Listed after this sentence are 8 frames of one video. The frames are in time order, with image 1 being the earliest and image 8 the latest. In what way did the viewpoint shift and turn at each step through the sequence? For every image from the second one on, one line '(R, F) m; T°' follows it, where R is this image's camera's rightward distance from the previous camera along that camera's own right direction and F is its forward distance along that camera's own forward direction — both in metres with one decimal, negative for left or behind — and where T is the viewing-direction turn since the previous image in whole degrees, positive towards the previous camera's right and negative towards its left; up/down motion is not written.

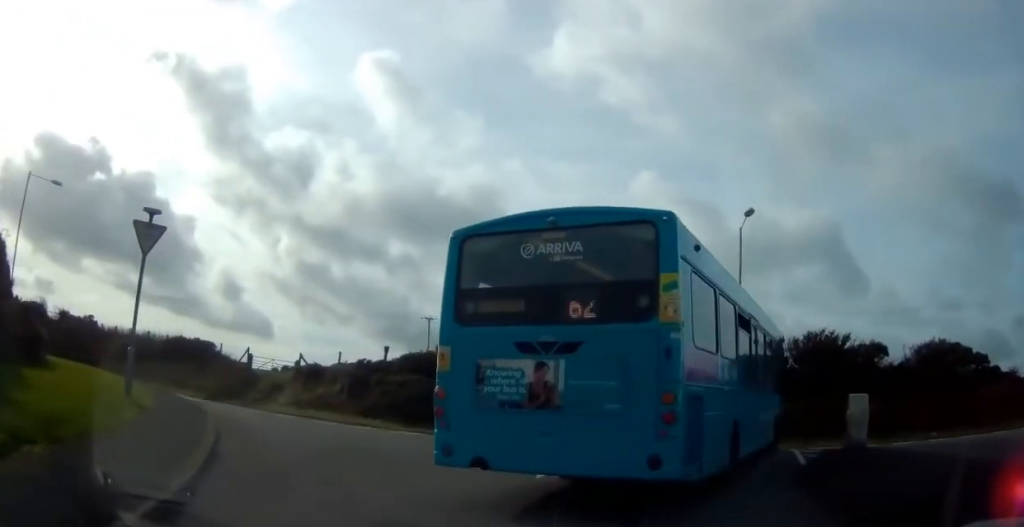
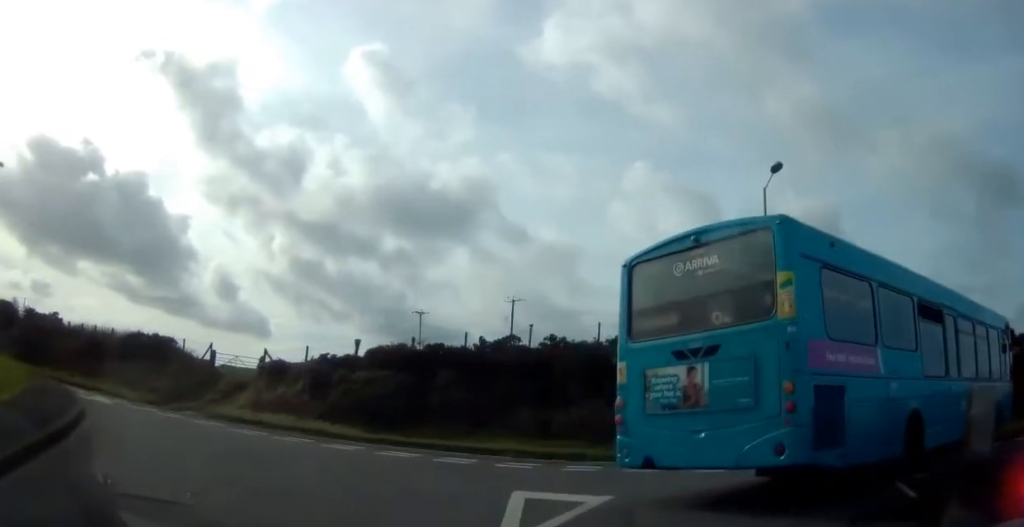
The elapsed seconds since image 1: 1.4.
(-0.2, +4.5) m; +2°
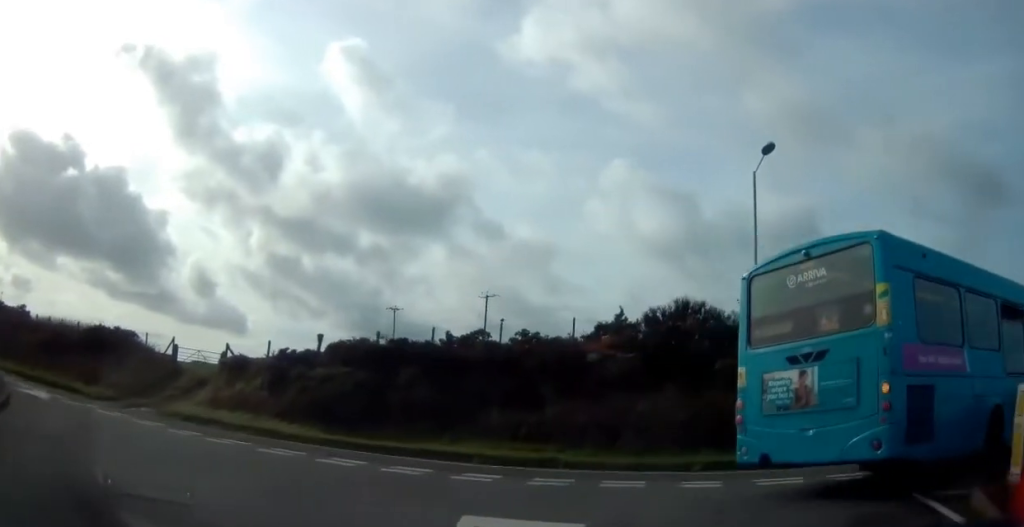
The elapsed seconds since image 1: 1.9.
(+0.1, +1.8) m; +2°
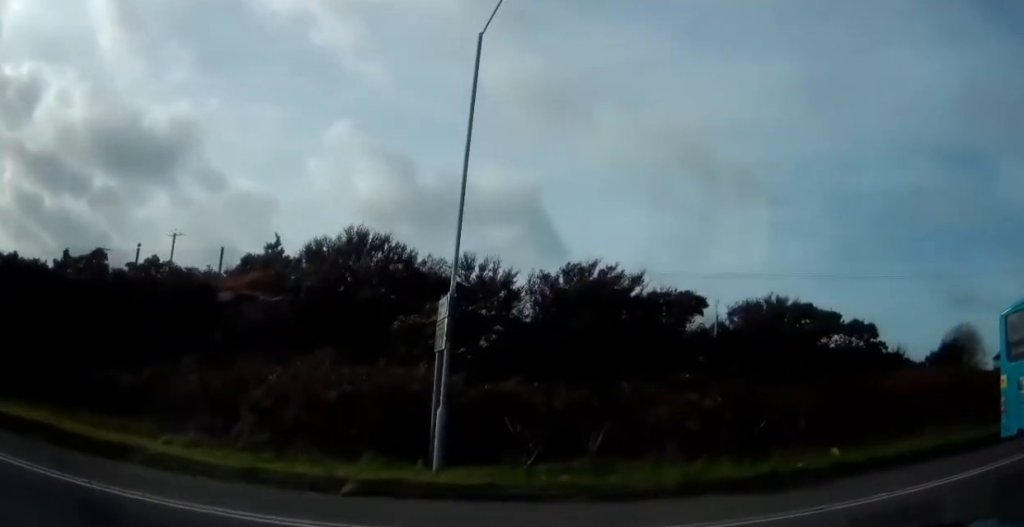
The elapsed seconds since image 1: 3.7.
(+1.3, +6.6) m; +24°
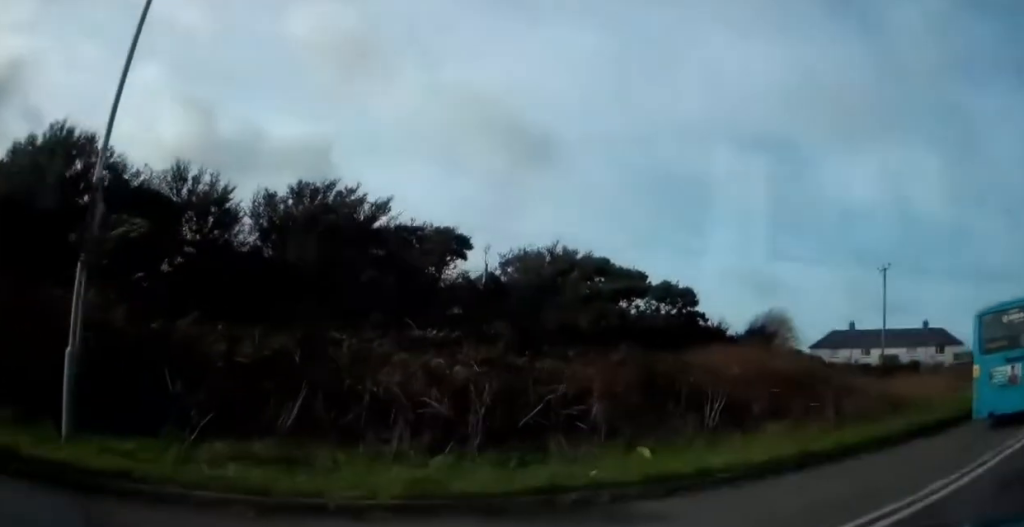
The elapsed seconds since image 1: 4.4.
(+0.4, +3.6) m; +12°
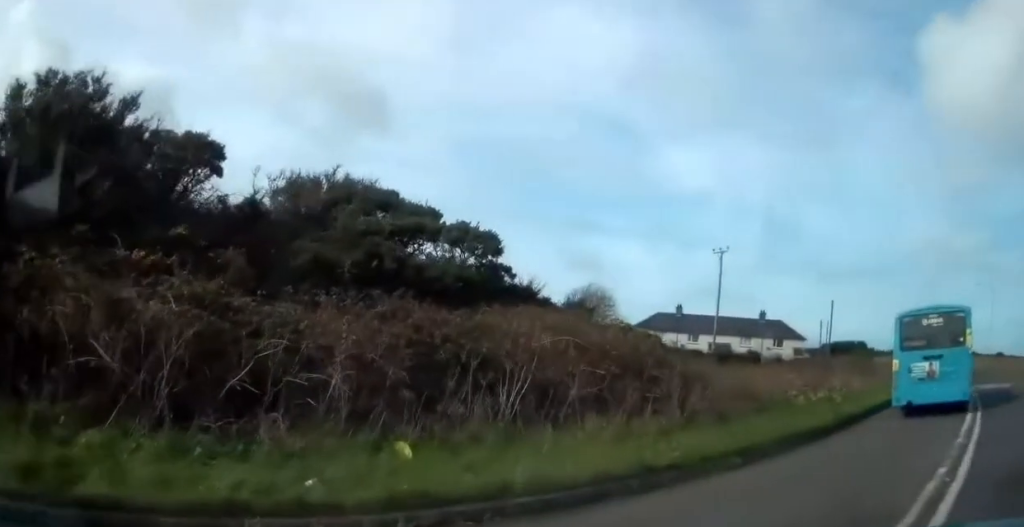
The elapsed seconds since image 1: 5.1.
(-0.4, +3.3) m; +13°
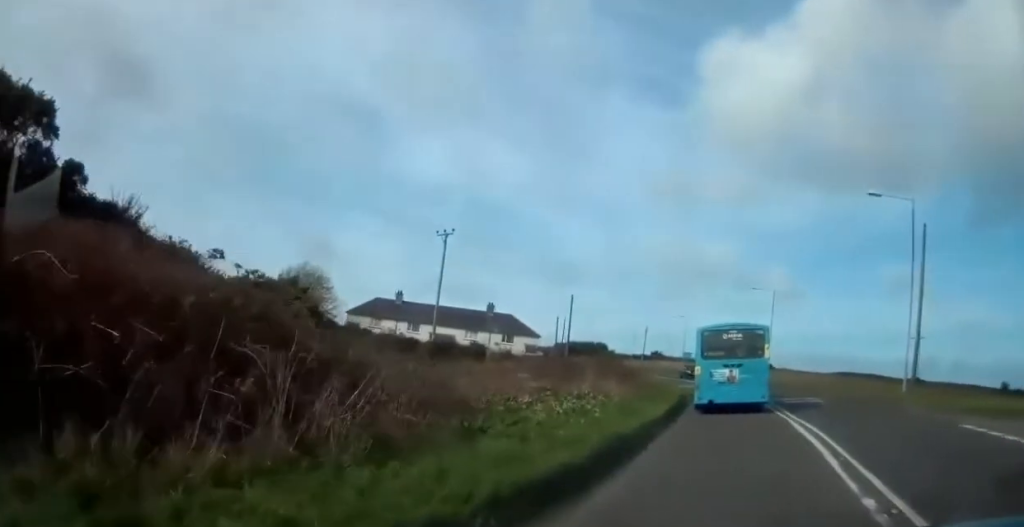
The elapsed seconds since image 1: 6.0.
(+1.7, +5.6) m; +24°
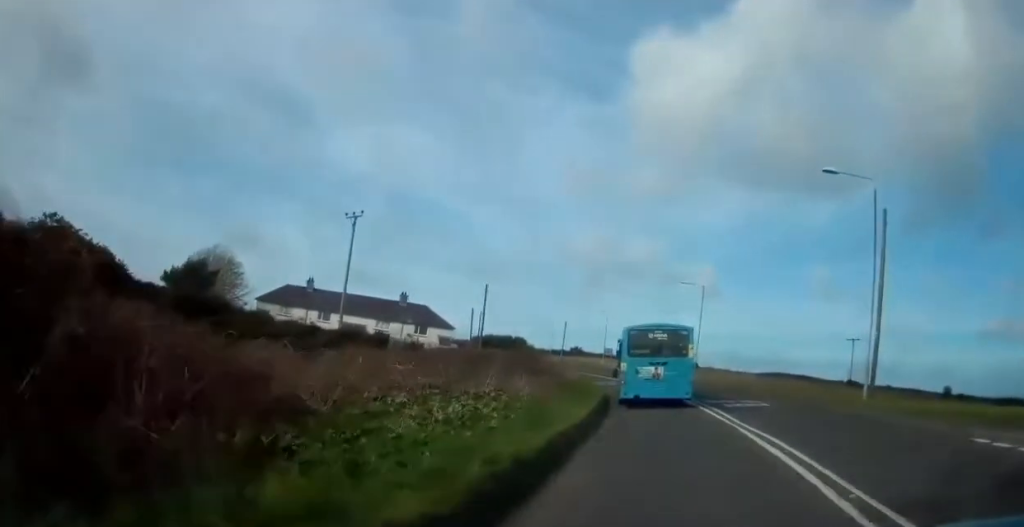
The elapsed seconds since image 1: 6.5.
(+0.3, +3.2) m; +5°
